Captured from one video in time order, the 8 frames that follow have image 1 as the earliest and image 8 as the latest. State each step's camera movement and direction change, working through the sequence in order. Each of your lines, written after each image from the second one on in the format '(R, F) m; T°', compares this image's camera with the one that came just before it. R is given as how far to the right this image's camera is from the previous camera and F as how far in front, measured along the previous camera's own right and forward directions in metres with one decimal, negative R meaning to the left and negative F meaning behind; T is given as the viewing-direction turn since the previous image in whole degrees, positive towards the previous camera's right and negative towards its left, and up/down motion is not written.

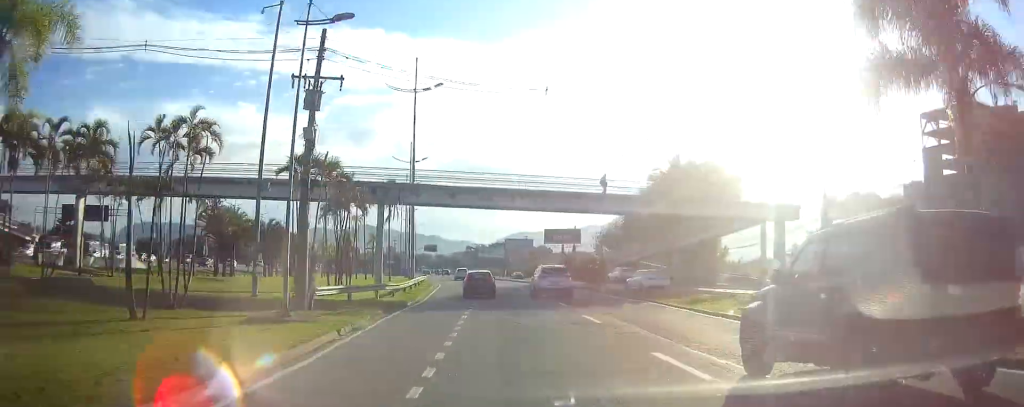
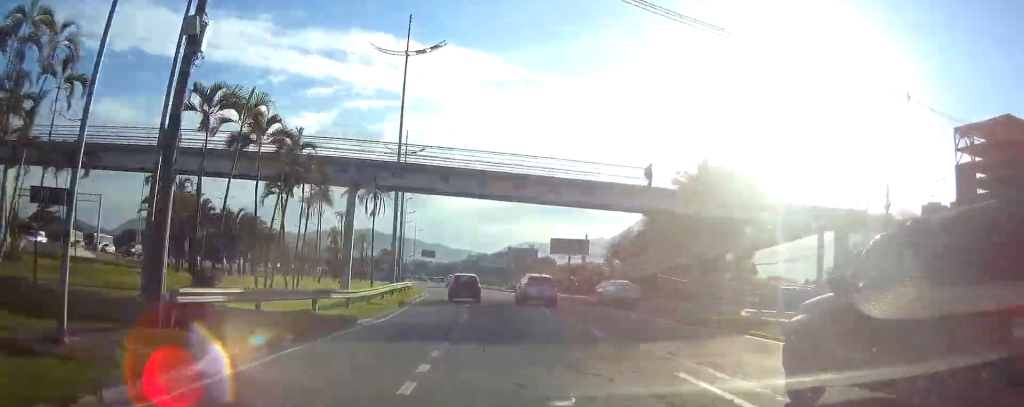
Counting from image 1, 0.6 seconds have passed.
(0.0, +10.8) m; 0°
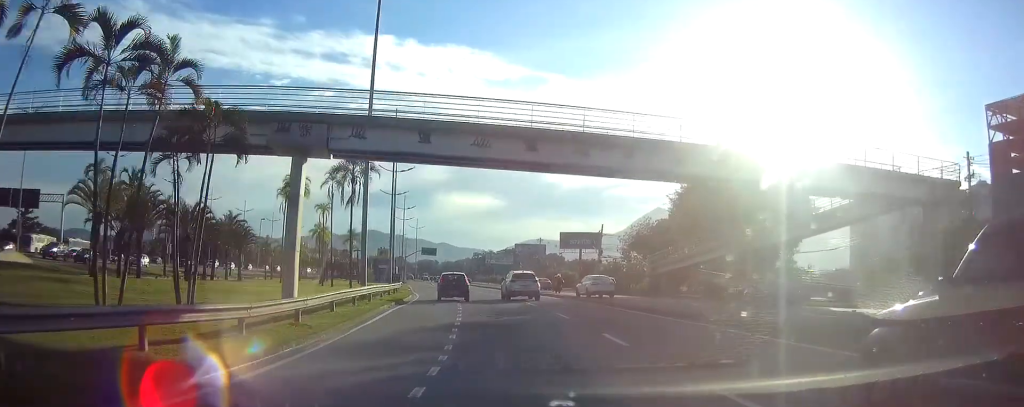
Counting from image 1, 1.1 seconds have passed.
(0.0, +10.9) m; 0°
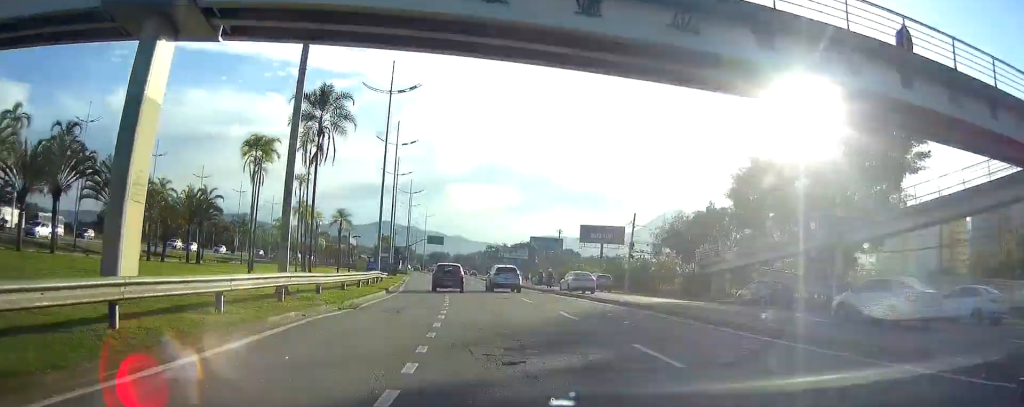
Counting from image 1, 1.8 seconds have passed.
(0.0, +13.5) m; -1°
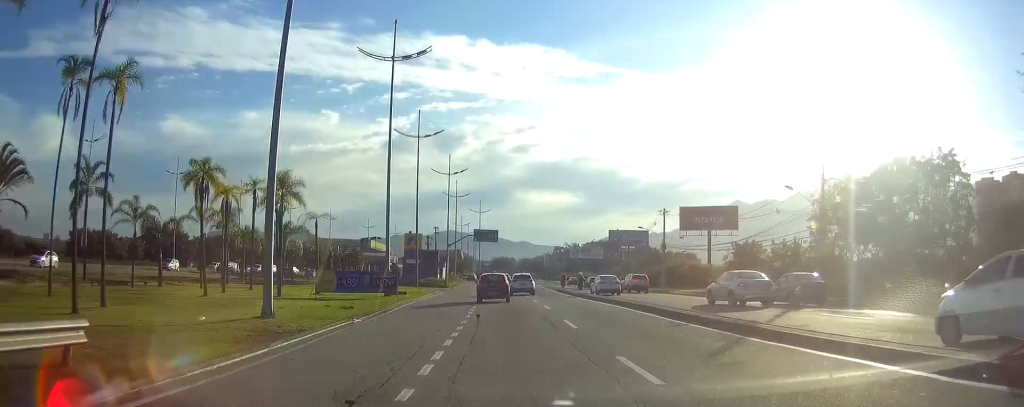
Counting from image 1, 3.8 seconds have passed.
(-1.4, +37.8) m; -4°
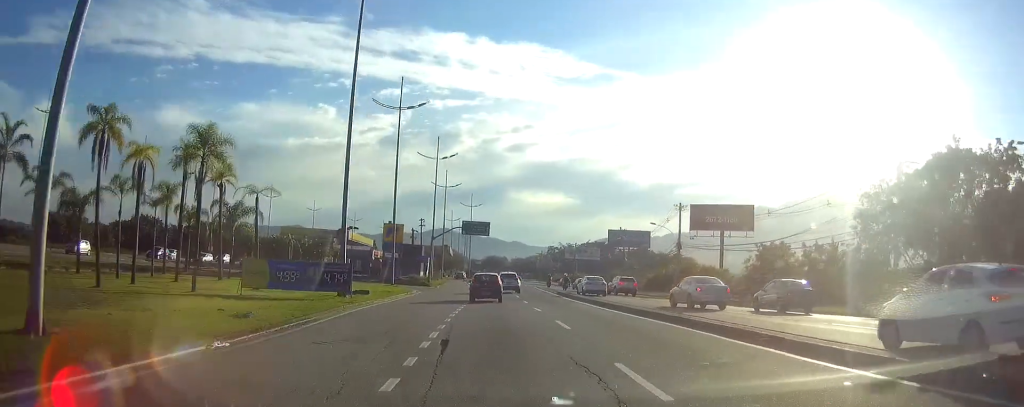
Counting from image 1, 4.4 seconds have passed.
(0.0, +10.8) m; -1°
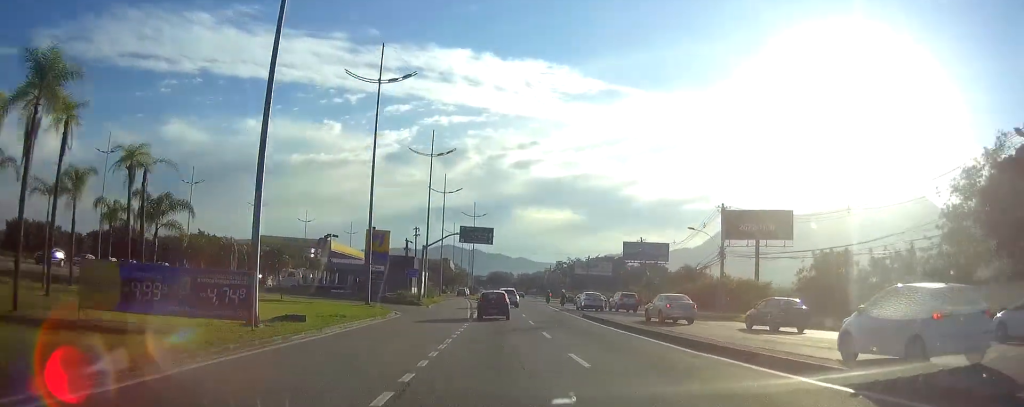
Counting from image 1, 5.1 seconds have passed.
(-0.2, +12.9) m; 0°
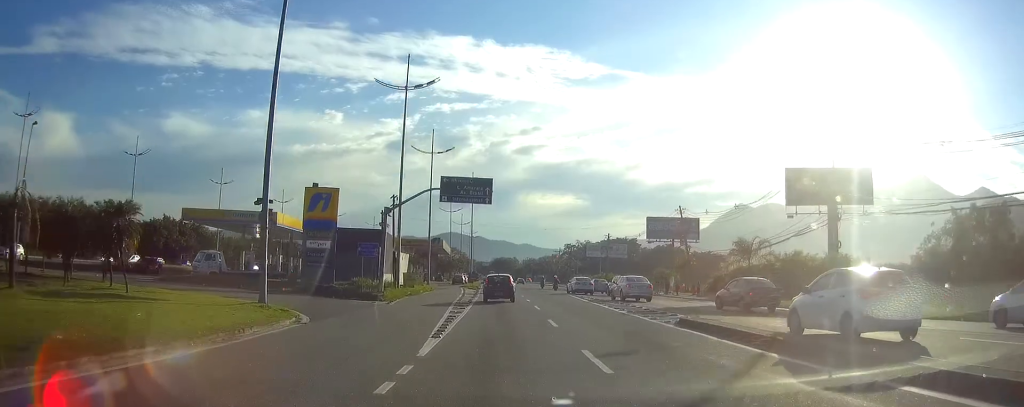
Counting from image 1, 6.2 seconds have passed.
(-0.1, +21.4) m; -1°
